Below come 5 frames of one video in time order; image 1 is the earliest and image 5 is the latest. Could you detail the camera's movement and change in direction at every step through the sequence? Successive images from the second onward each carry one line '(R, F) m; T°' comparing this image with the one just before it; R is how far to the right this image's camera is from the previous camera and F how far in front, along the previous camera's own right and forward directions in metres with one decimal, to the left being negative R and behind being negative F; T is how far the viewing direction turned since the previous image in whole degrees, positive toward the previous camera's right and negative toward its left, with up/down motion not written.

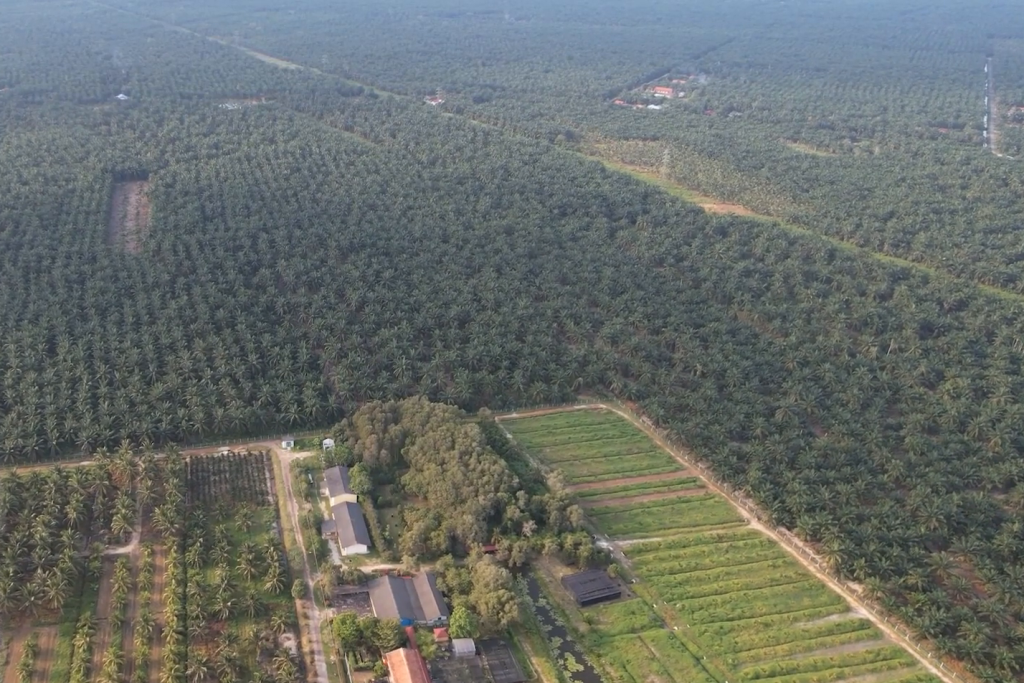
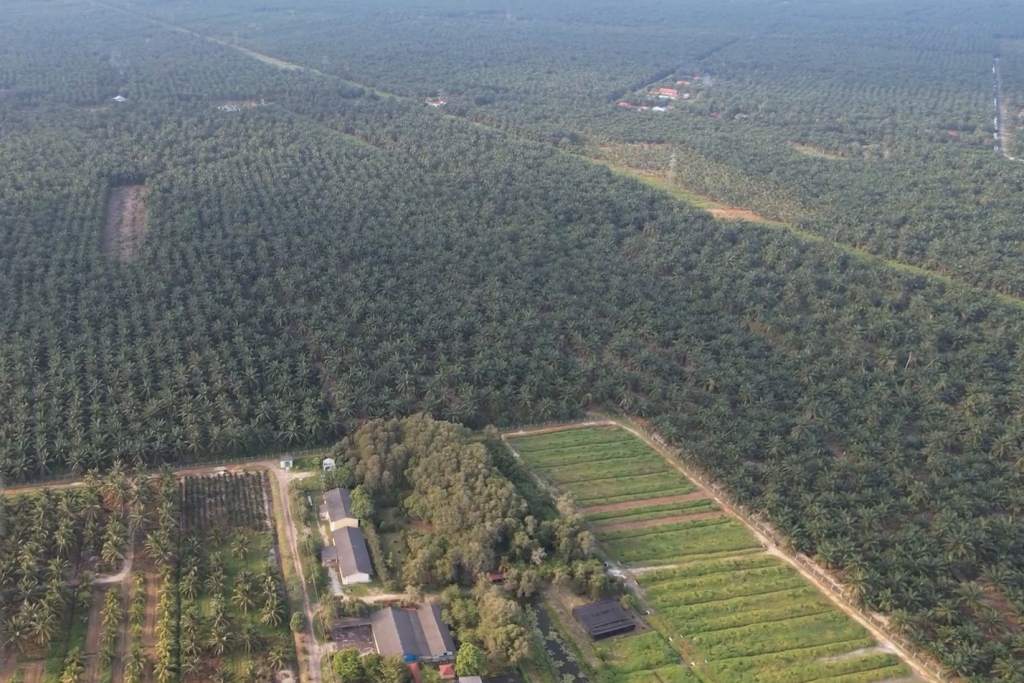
(0.0, +16.2) m; 0°
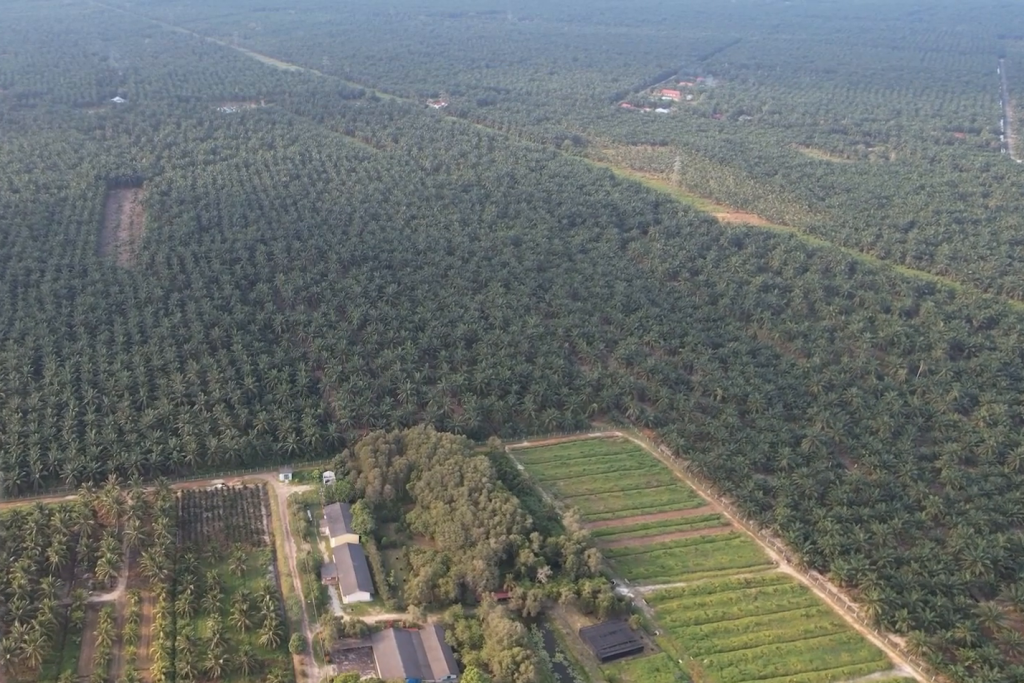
(0.0, +12.4) m; 0°
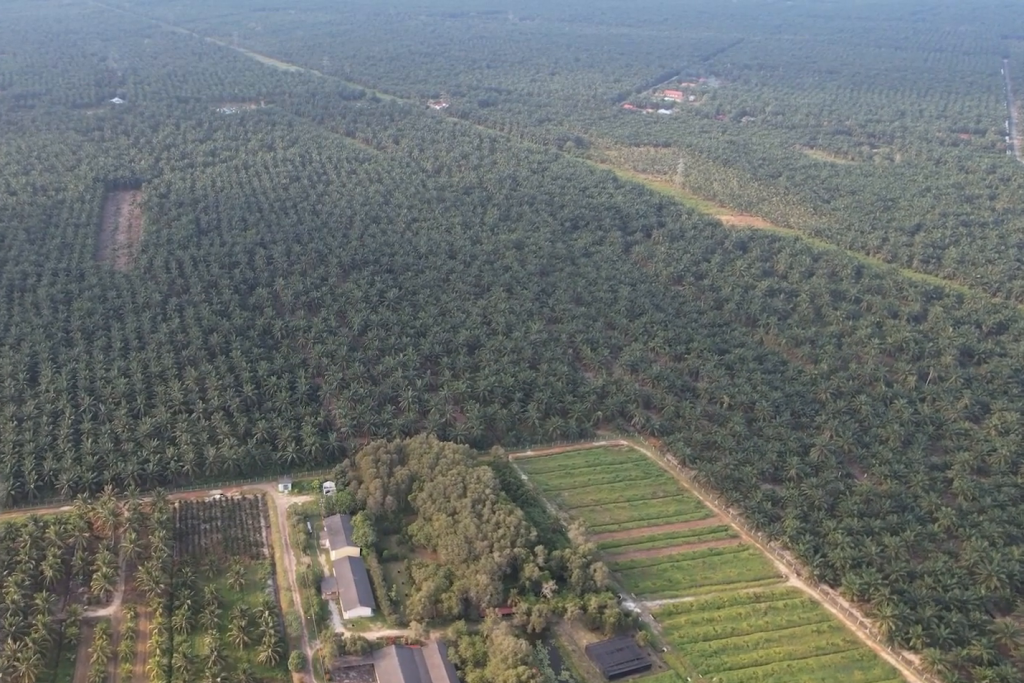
(0.0, +8.8) m; 0°
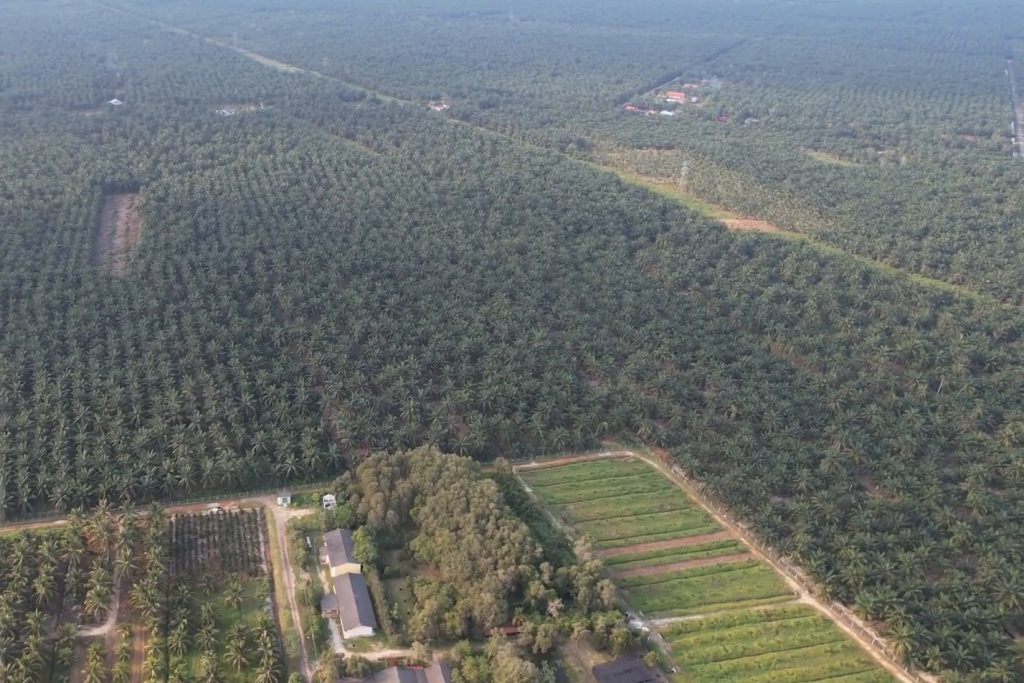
(0.0, +9.6) m; +2°
